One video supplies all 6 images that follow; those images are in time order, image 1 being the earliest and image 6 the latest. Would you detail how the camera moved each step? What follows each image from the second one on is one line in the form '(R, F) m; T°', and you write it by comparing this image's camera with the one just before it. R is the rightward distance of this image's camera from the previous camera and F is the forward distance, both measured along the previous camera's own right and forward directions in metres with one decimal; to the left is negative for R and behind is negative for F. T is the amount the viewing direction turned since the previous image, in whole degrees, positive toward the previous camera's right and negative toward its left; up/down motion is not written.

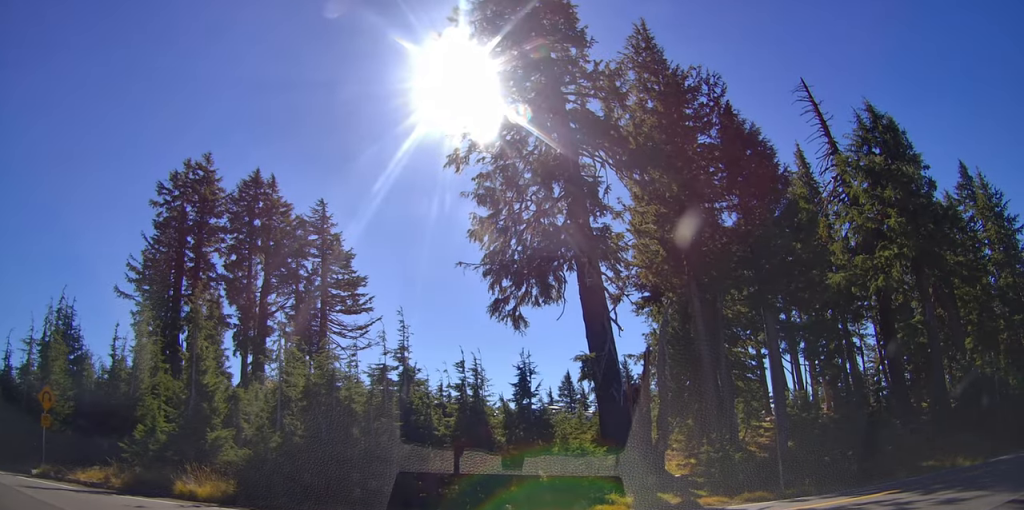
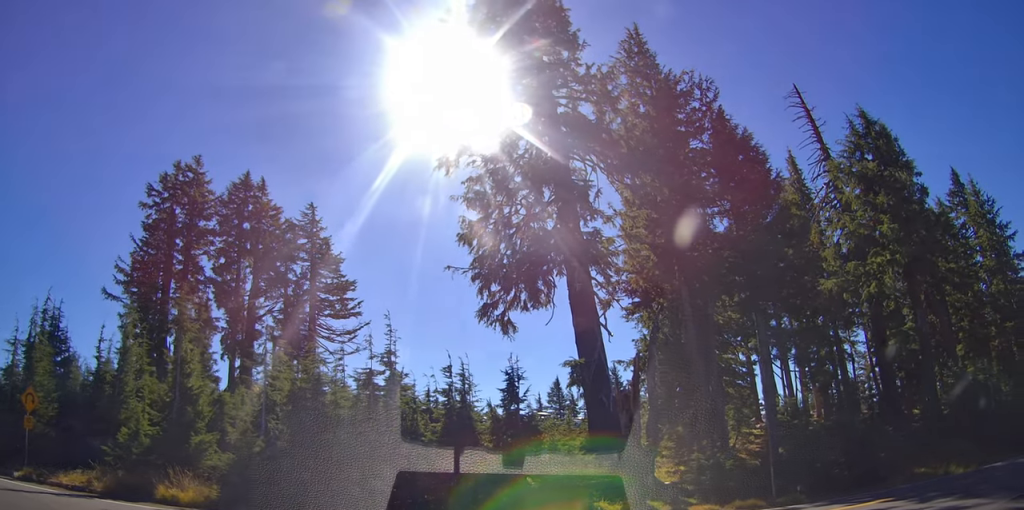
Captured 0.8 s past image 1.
(0.0, +0.6) m; 0°
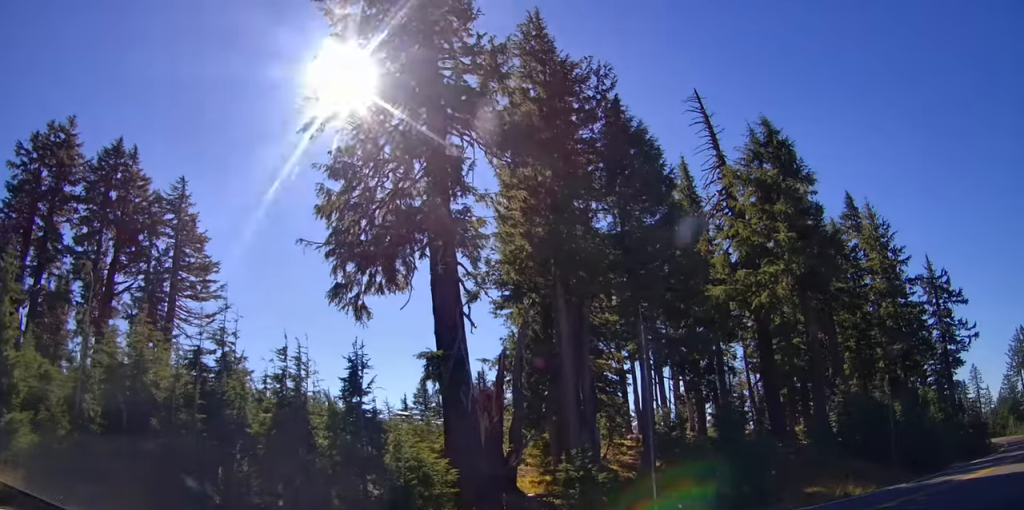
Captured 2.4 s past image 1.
(+0.1, +2.9) m; +16°
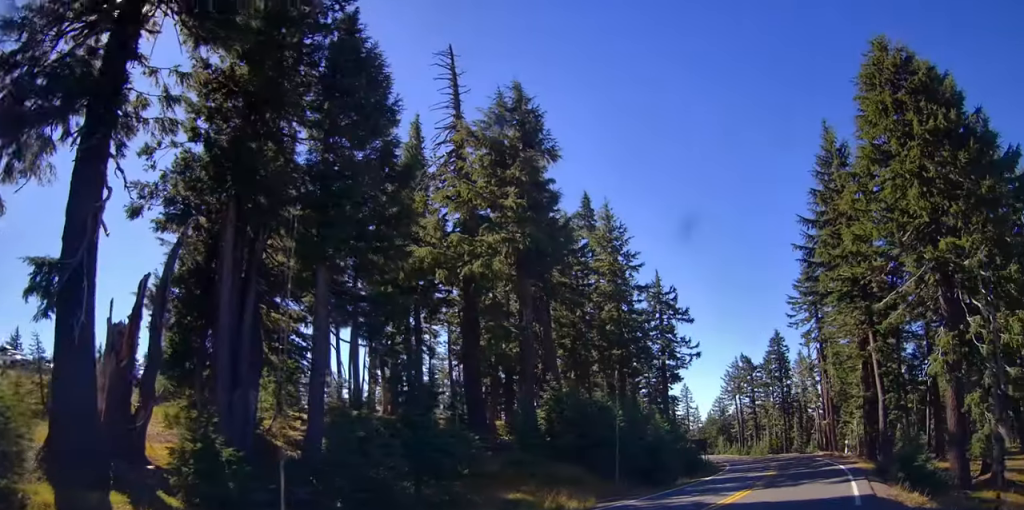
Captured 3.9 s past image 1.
(+0.9, +7.0) m; +9°
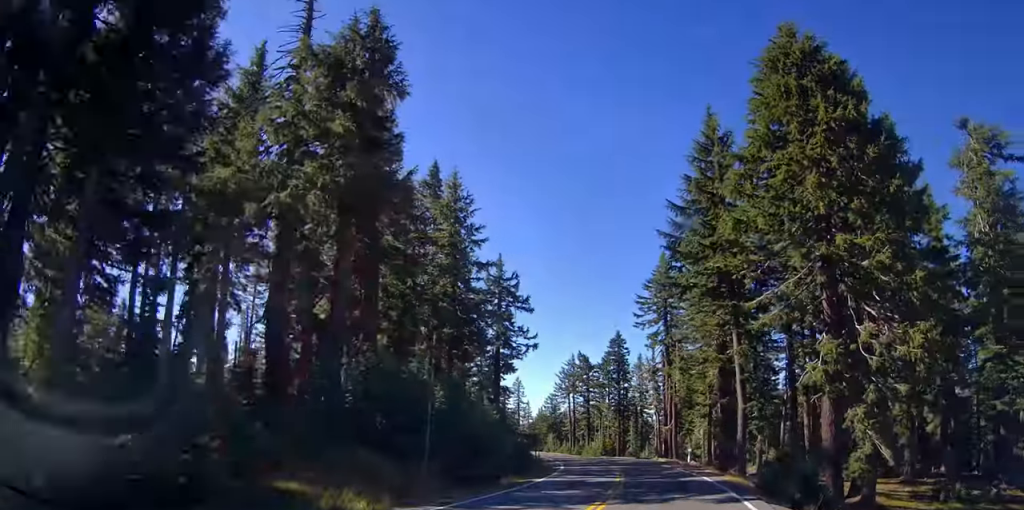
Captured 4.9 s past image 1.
(+0.2, +6.6) m; +9°
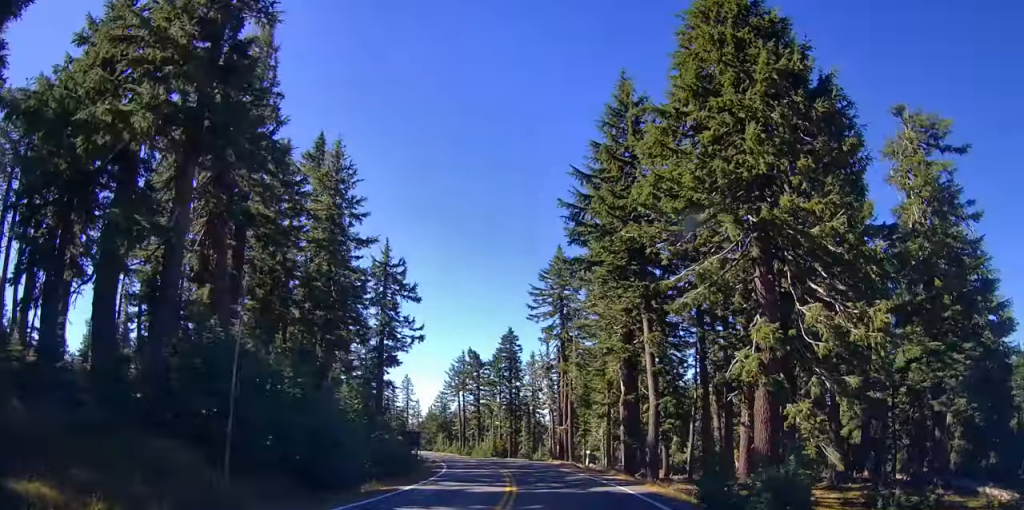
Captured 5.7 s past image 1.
(+0.7, +6.5) m; +4°
